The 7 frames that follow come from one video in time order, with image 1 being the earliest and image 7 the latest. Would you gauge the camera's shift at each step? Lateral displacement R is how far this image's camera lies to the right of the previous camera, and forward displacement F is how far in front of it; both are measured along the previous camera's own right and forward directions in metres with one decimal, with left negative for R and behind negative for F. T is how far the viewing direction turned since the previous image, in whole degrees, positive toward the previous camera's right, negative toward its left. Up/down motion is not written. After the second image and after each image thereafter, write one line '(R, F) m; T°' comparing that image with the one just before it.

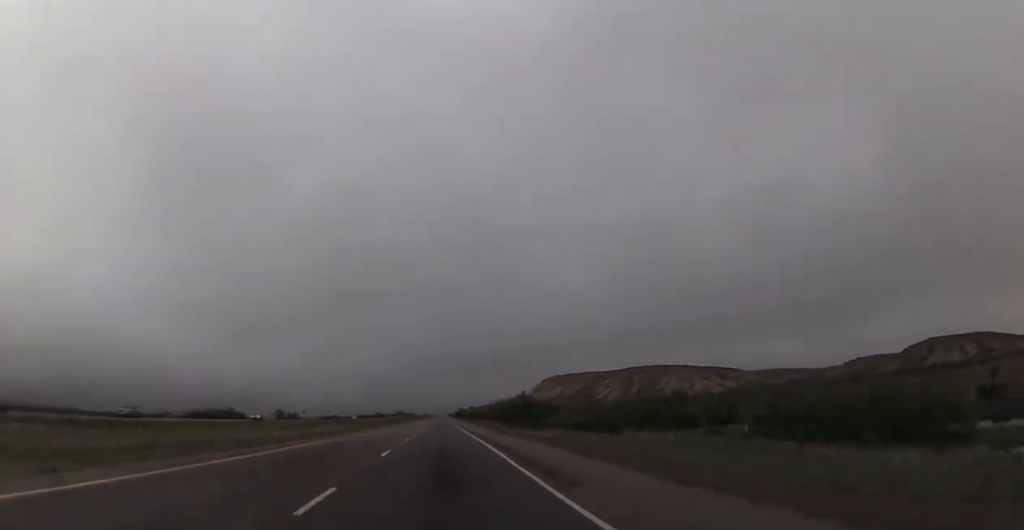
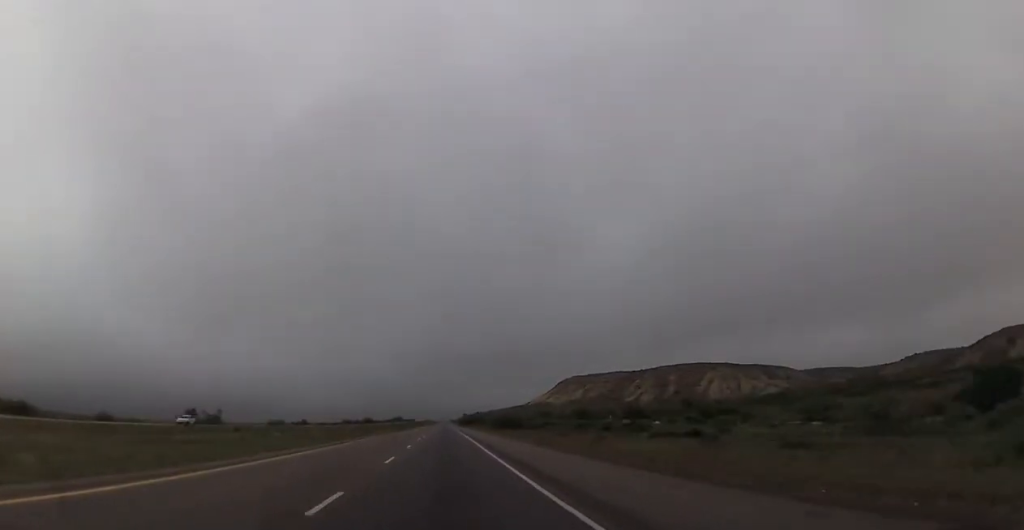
(-0.6, +96.6) m; 0°
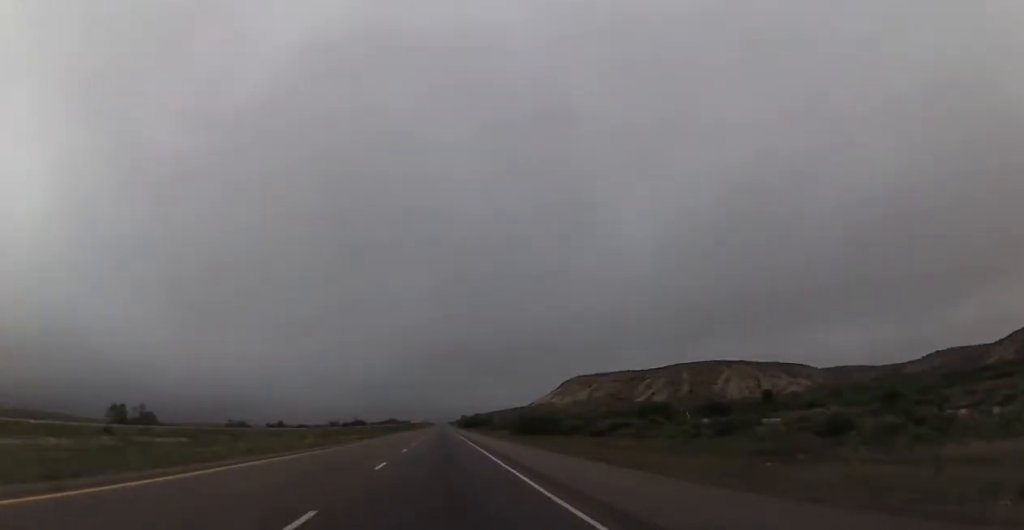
(+0.1, +39.2) m; -1°
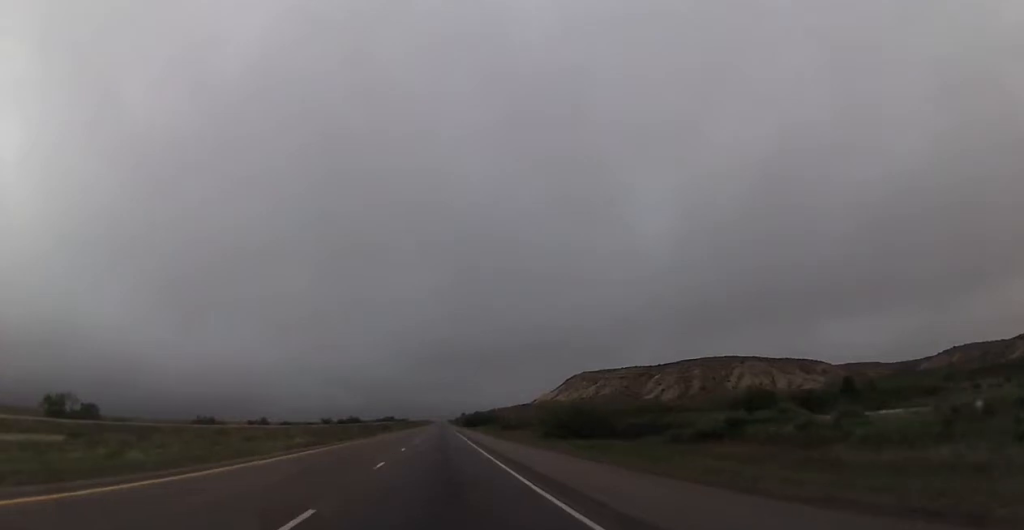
(-0.3, +24.0) m; 0°
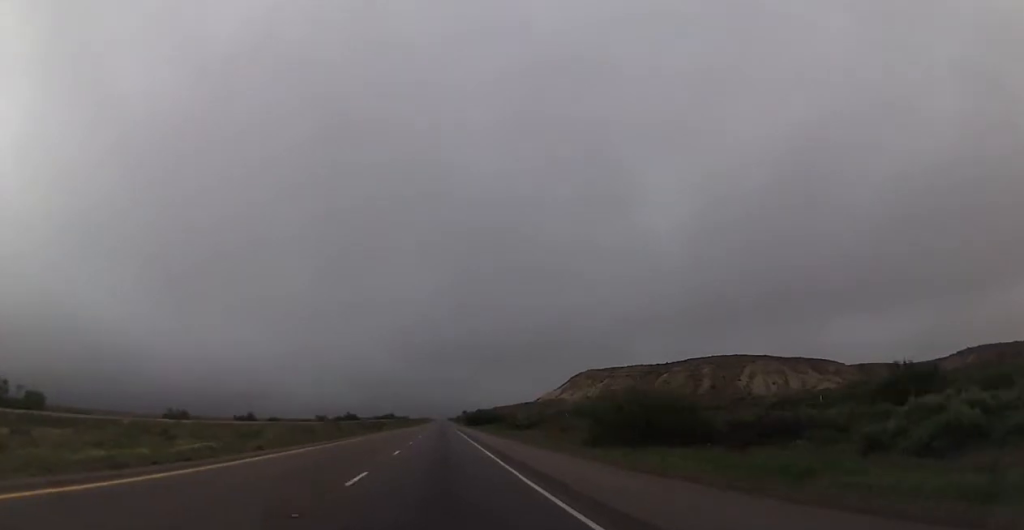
(-0.2, +17.7) m; 0°
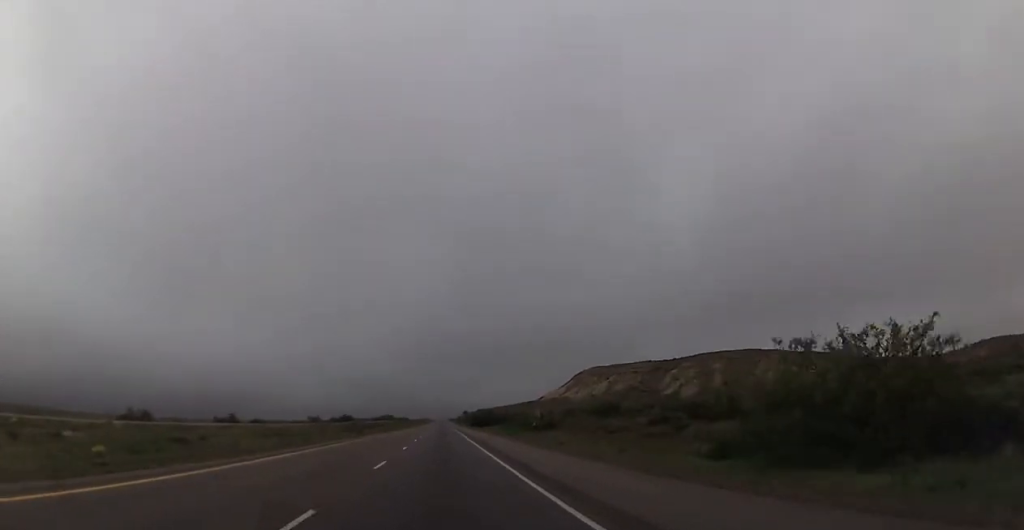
(+0.3, +19.0) m; 0°
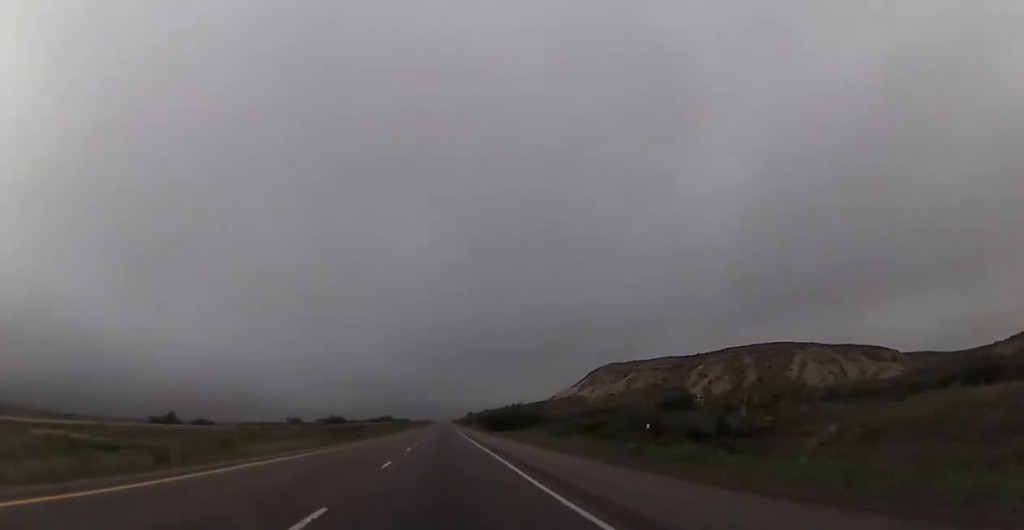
(-0.1, +48.1) m; 0°
